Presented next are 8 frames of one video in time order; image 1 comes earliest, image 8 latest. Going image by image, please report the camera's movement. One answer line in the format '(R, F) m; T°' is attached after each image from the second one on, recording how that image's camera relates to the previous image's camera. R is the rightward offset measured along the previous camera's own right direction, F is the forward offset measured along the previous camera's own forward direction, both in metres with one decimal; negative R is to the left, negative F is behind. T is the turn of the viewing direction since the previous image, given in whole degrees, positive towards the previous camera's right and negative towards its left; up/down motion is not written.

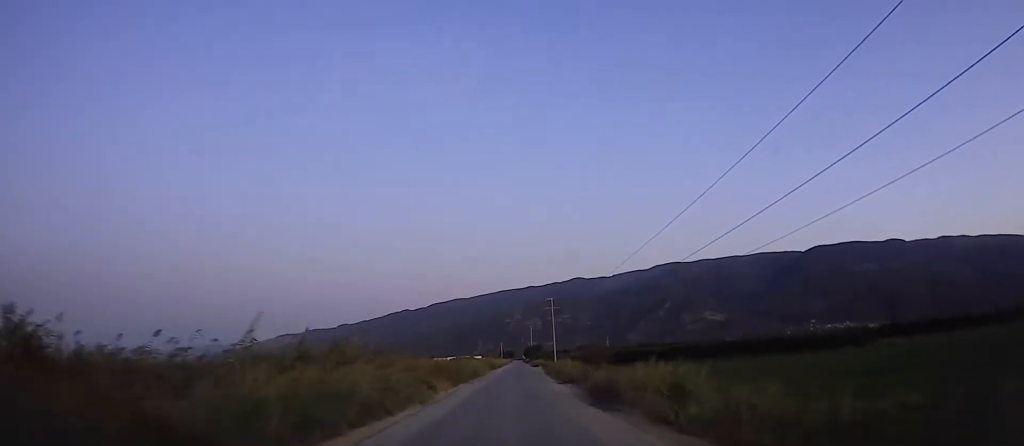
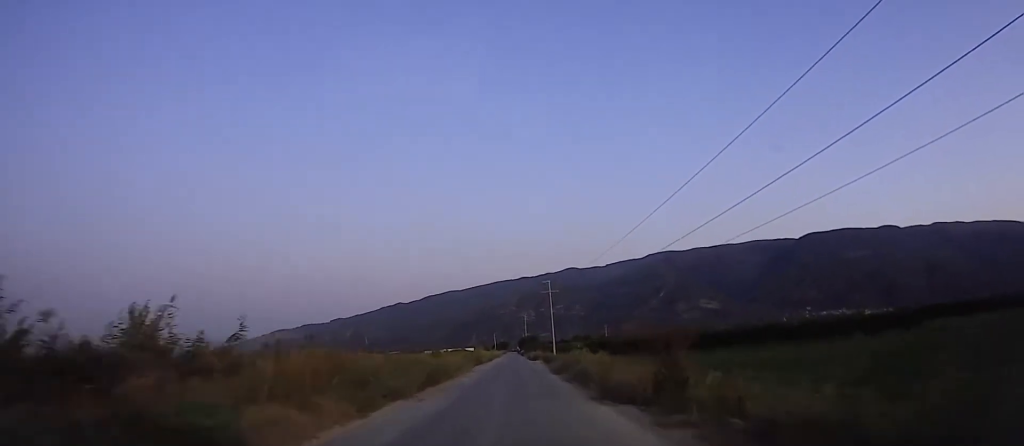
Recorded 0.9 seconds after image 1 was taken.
(-1.0, +15.2) m; 0°
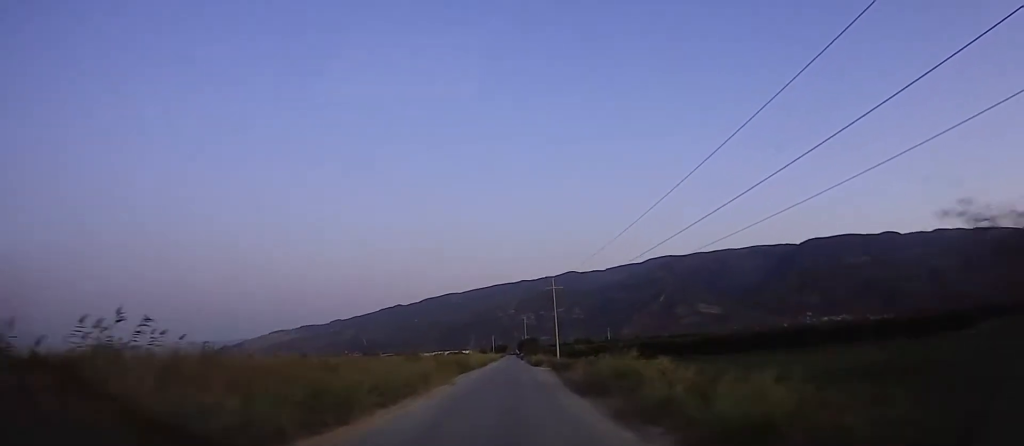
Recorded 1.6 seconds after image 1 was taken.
(+0.5, +12.4) m; +2°
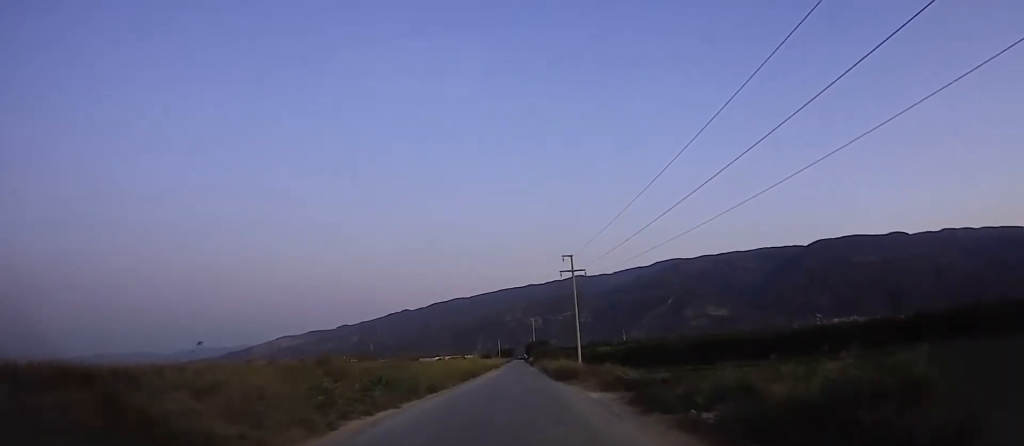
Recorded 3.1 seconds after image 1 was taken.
(+0.4, +25.0) m; -2°
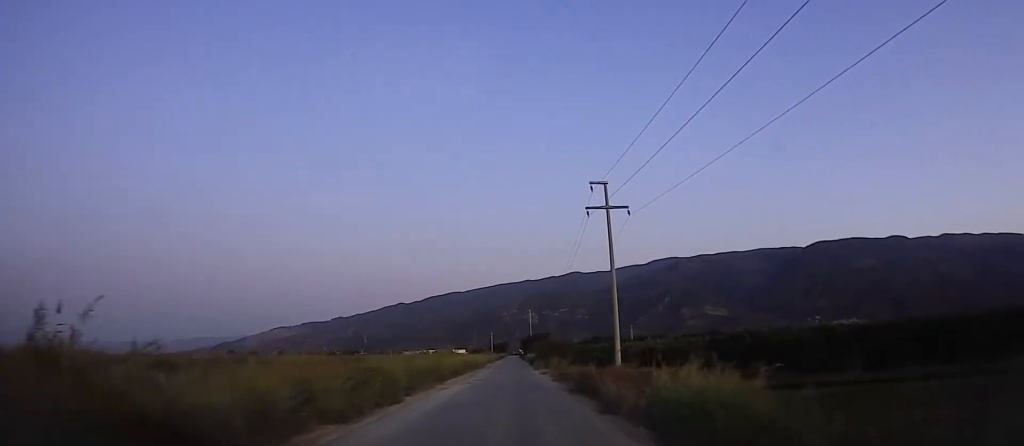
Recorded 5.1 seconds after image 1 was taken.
(+1.0, +33.4) m; +2°
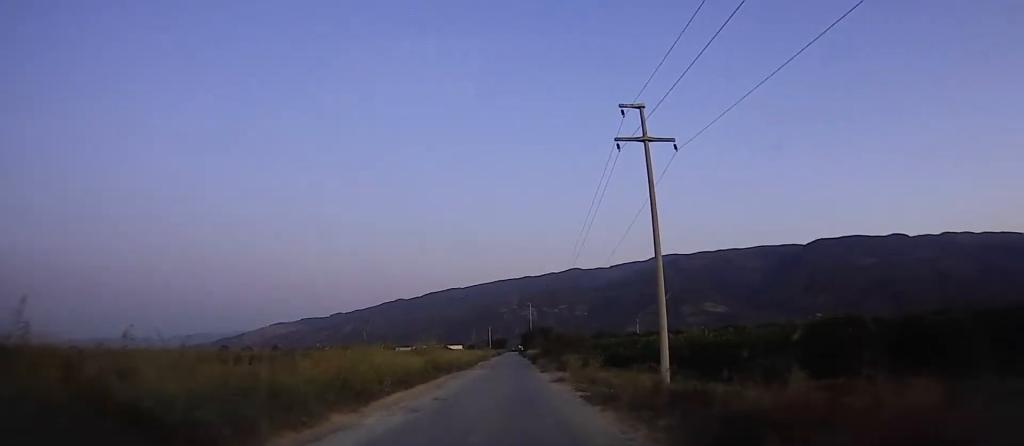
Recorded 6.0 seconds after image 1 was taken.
(-1.2, +15.8) m; -2°
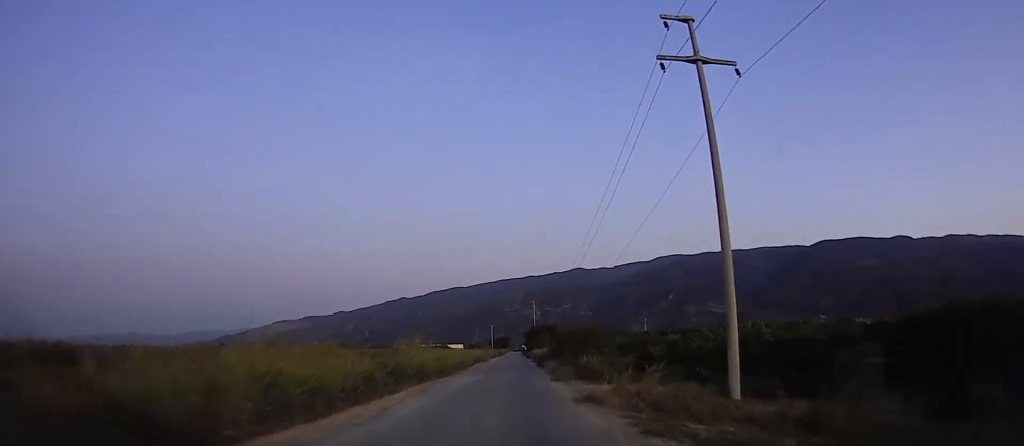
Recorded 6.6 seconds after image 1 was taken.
(+0.4, +11.2) m; 0°
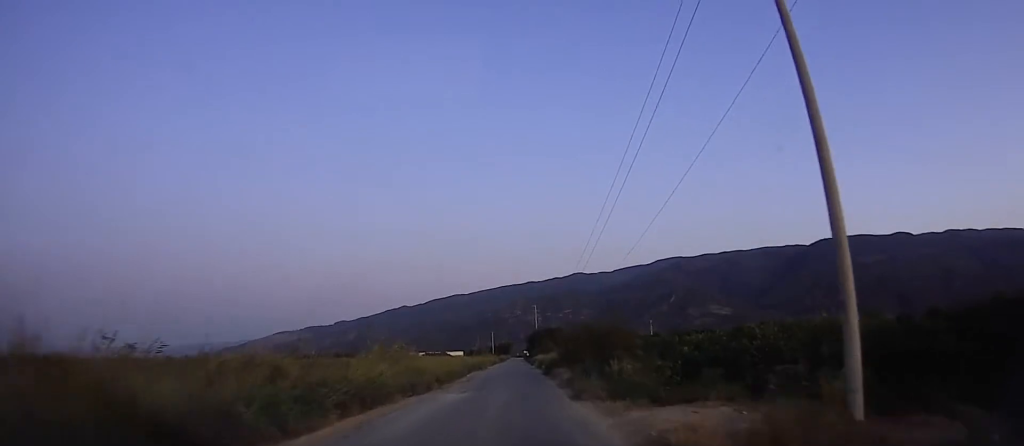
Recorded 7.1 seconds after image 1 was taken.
(+0.3, +9.3) m; 0°
